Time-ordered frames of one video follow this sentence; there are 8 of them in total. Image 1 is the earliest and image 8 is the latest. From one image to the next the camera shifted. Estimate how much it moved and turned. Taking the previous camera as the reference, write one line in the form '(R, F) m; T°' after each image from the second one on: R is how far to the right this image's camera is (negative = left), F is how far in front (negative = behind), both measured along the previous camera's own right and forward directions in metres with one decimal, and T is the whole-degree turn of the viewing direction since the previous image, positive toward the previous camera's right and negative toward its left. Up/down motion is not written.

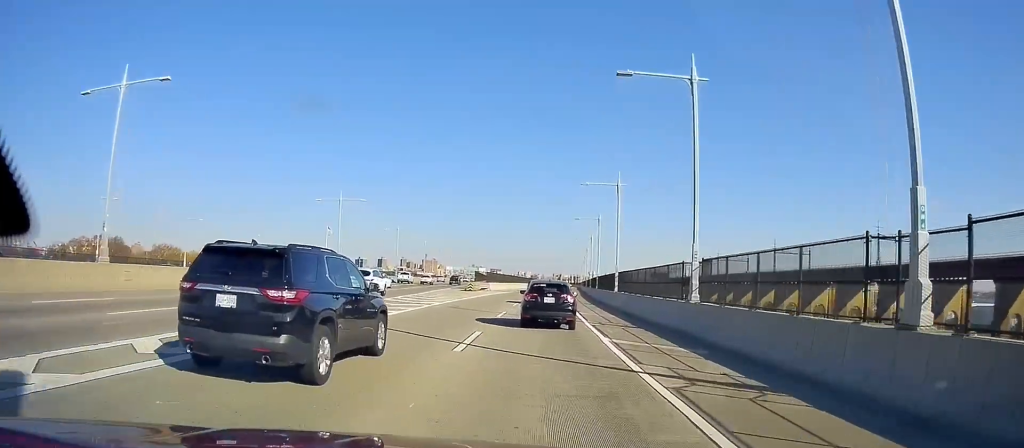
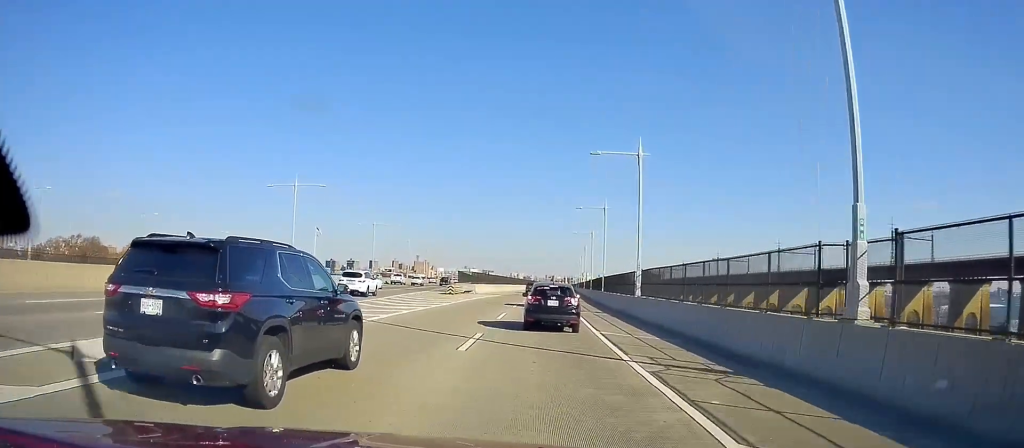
(+0.2, +11.5) m; +1°
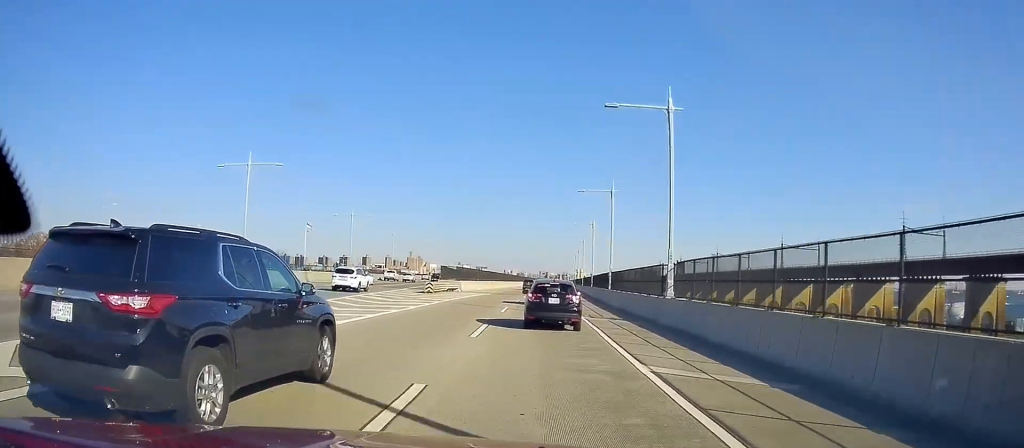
(+0.1, +8.8) m; 0°
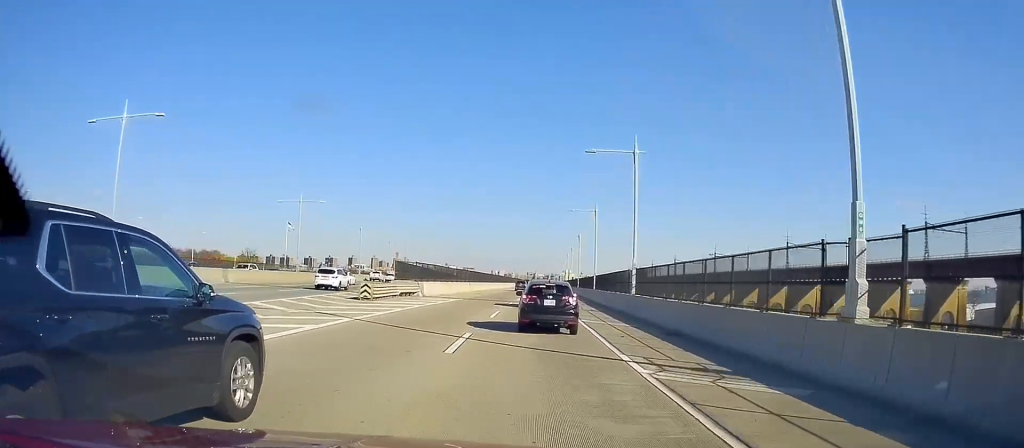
(0.0, +15.8) m; +1°
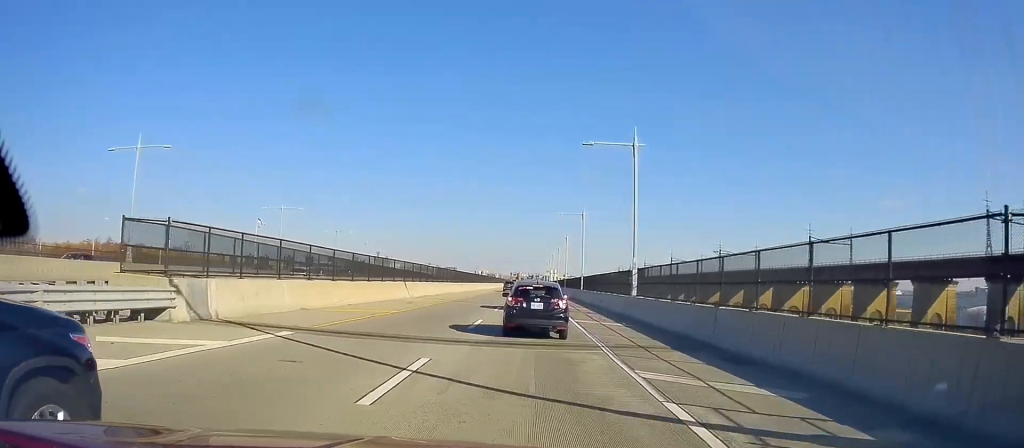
(+0.6, +31.4) m; +2°
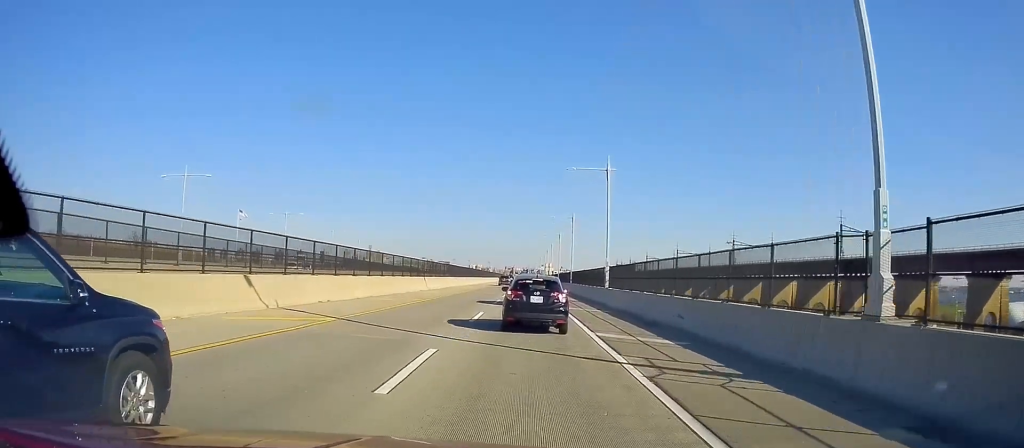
(+0.1, +25.0) m; 0°
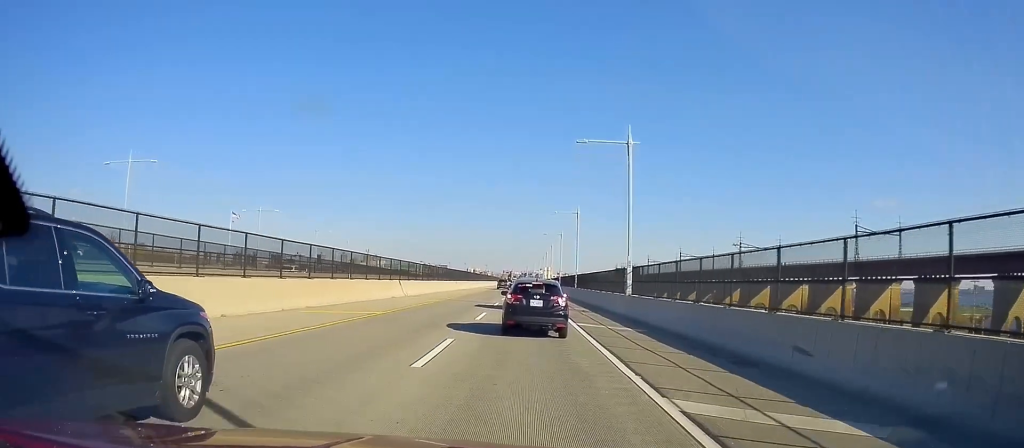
(-0.1, +9.8) m; 0°
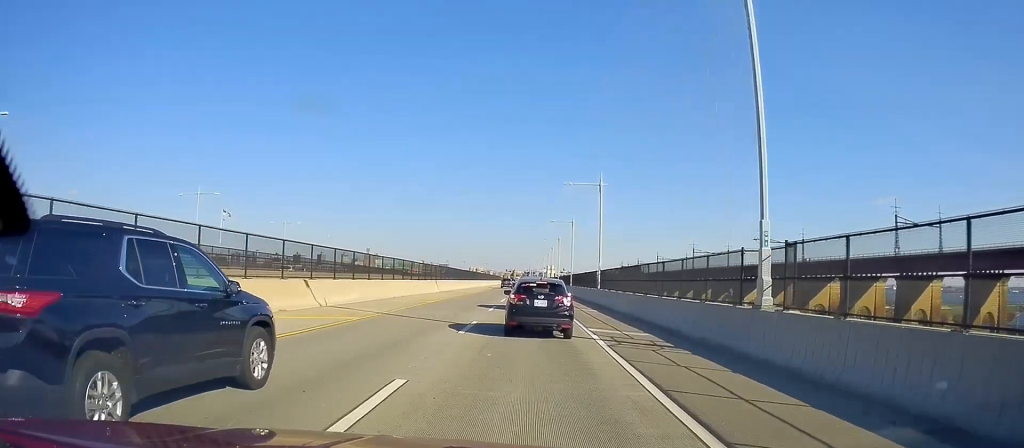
(+0.3, +18.5) m; +1°
